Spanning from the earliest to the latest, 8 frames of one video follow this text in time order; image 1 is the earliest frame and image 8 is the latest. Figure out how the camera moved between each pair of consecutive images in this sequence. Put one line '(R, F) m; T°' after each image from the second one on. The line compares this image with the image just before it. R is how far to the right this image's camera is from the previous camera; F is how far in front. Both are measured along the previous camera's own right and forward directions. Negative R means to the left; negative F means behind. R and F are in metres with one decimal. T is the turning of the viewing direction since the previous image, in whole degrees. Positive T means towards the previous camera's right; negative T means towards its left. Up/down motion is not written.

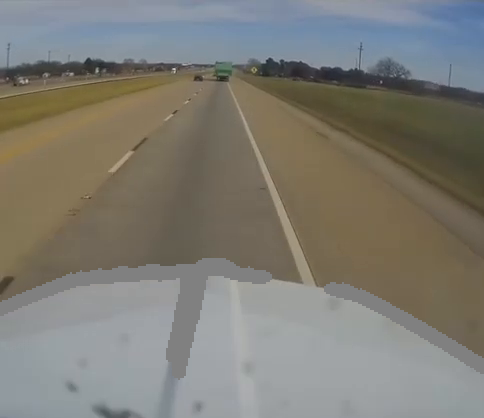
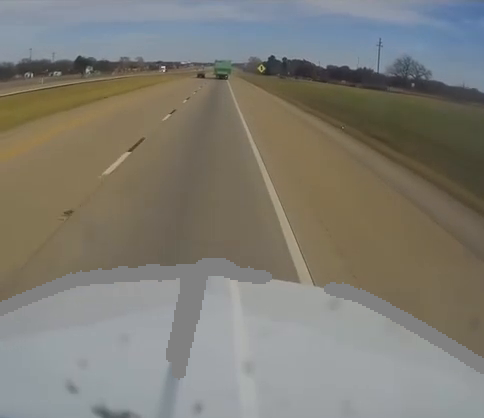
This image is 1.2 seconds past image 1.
(-0.9, +24.7) m; 0°
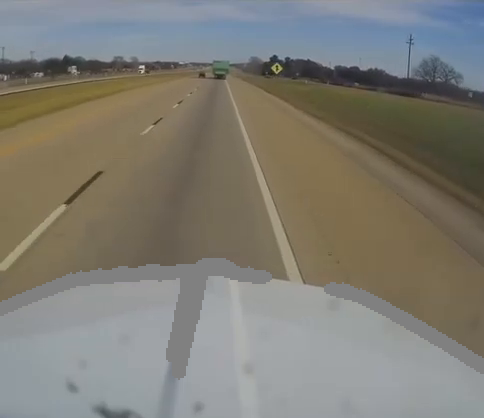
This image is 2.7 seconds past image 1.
(+1.0, +30.0) m; +1°
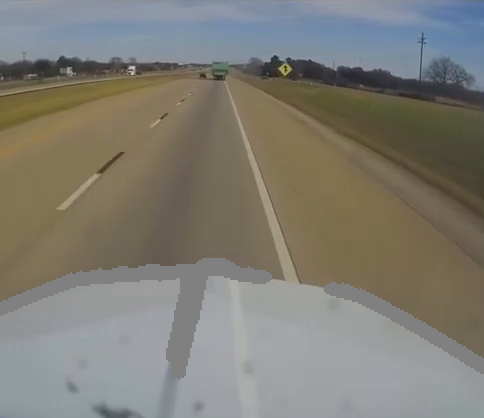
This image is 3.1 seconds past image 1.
(0.0, +9.5) m; 0°
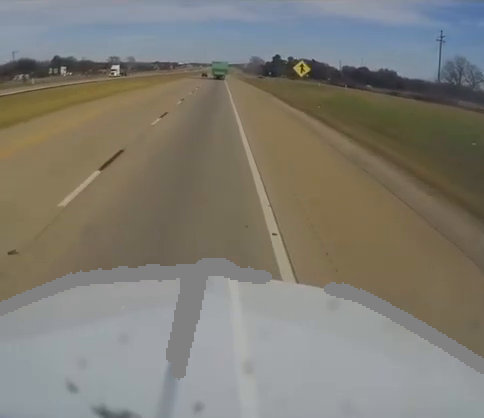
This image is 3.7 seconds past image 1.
(-0.1, +12.1) m; 0°
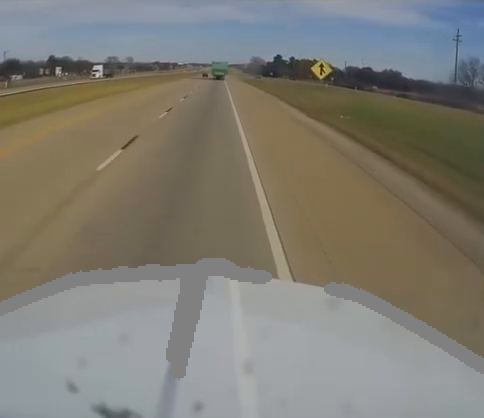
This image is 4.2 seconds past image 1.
(-0.1, +9.4) m; 0°
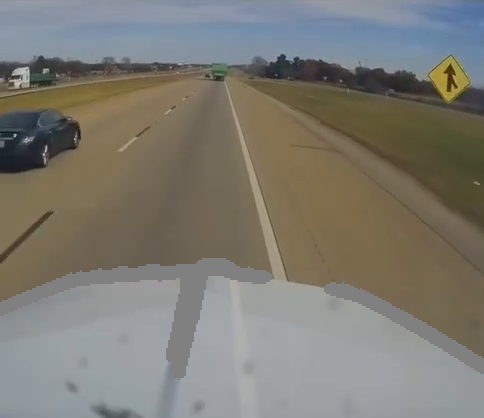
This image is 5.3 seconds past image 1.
(+0.1, +22.4) m; -1°
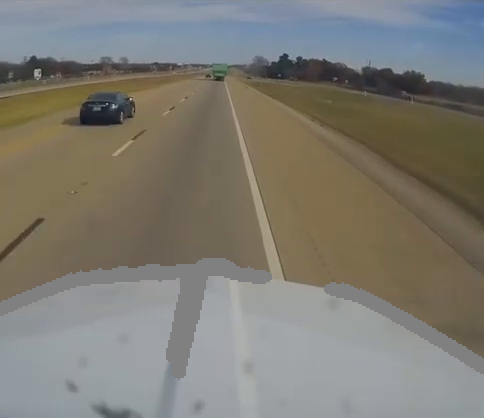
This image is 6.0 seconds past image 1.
(-0.4, +13.6) m; -1°
